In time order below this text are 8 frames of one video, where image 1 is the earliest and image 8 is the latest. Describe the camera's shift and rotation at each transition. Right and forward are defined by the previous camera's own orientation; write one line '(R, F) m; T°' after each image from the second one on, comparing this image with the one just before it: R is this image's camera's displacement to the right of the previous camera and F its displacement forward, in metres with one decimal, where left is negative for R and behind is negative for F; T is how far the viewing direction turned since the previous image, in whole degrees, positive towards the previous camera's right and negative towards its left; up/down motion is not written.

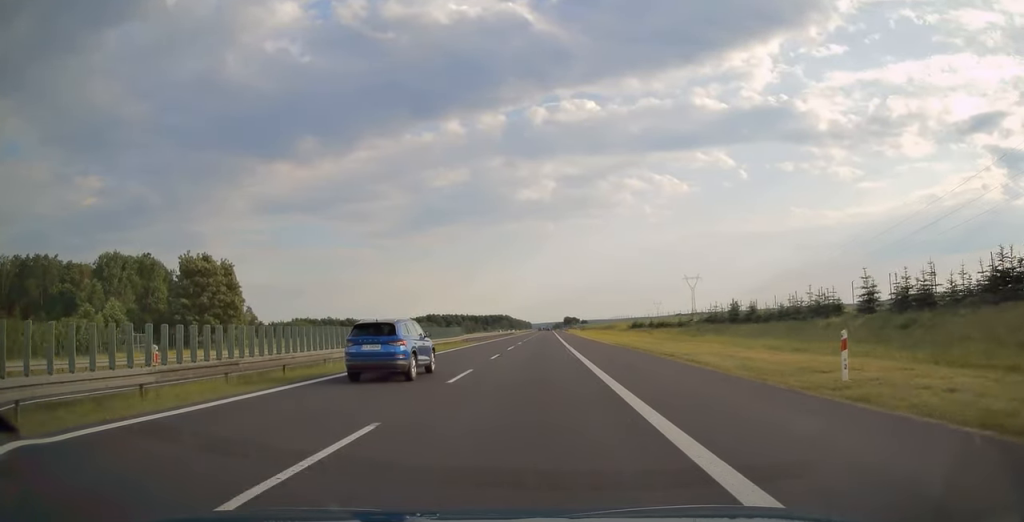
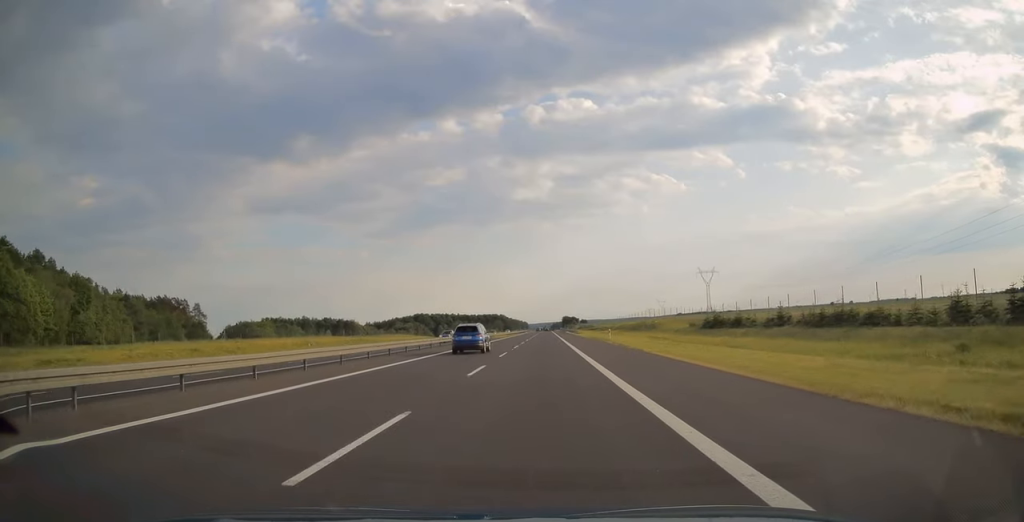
(+0.4, +57.9) m; +1°
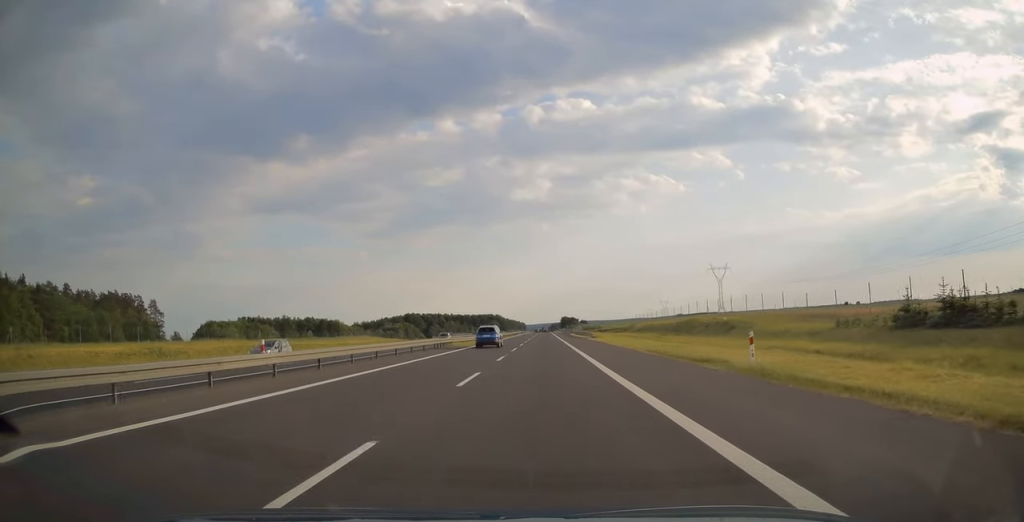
(+0.1, +38.8) m; 0°
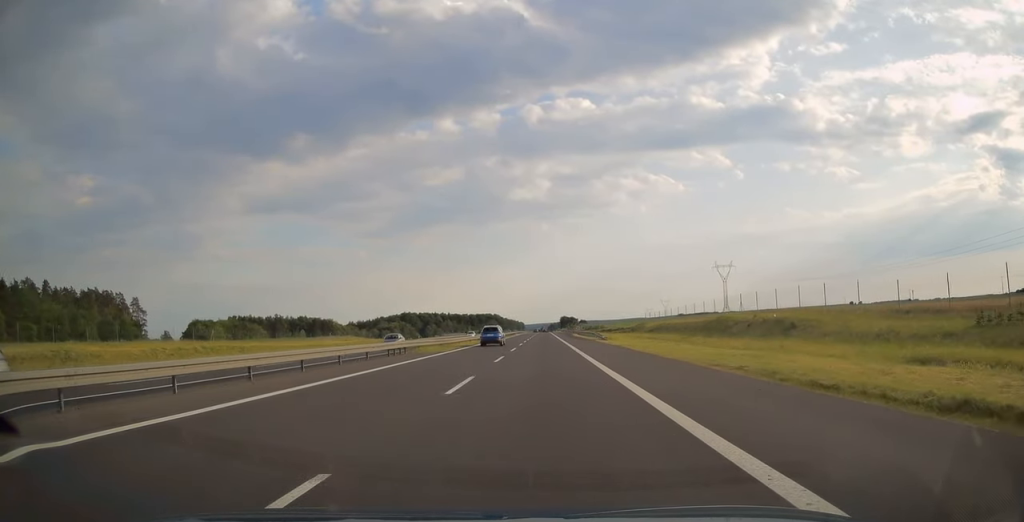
(0.0, +13.7) m; 0°
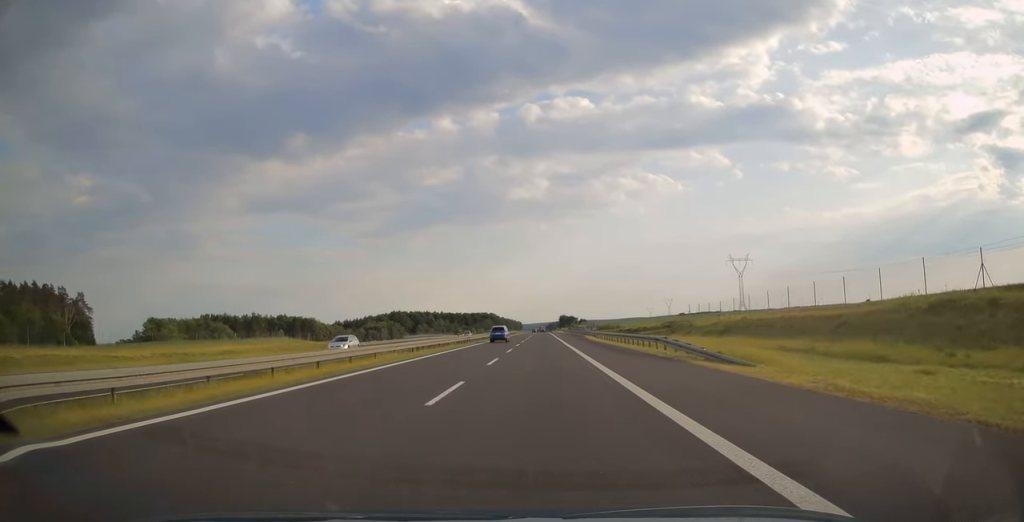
(-0.1, +38.2) m; 0°
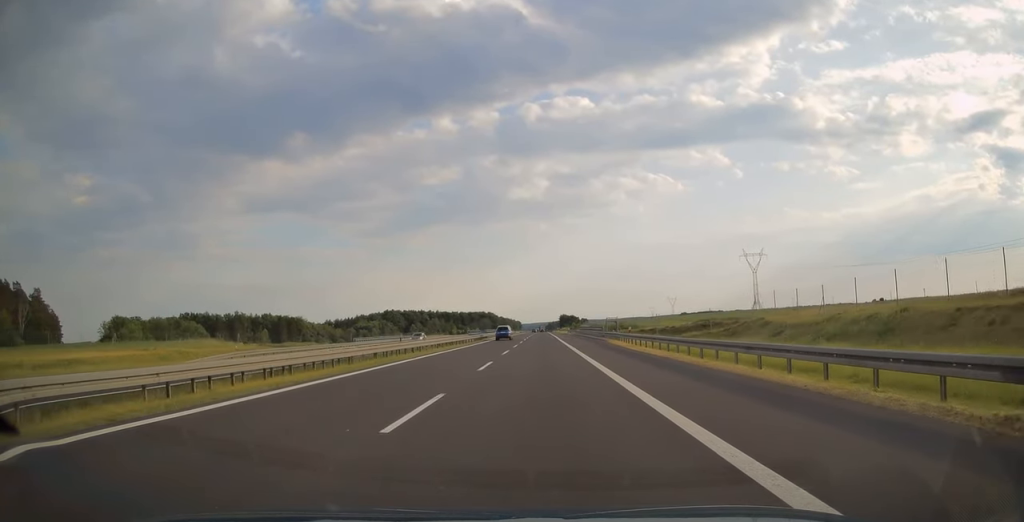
(+0.1, +26.8) m; 0°
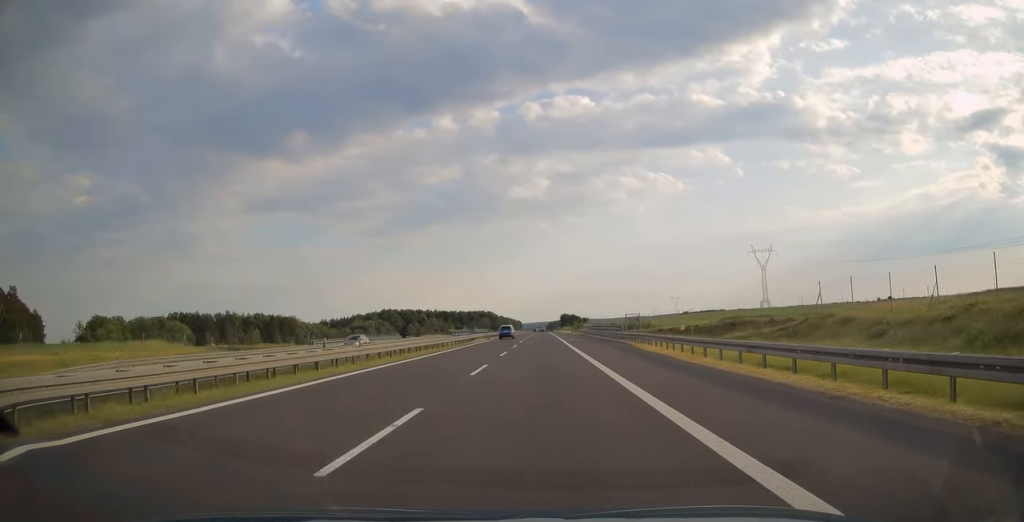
(0.0, +14.2) m; 0°
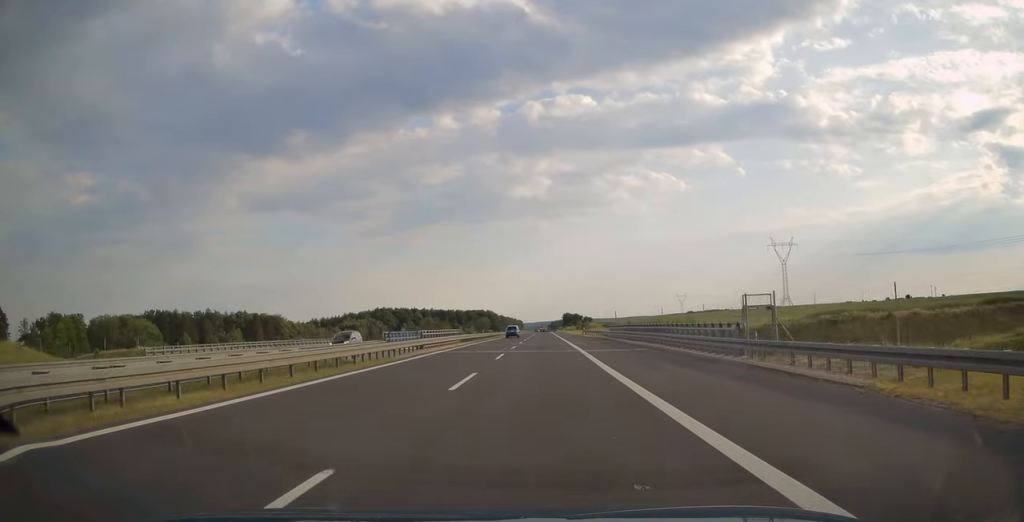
(-0.1, +28.4) m; 0°
